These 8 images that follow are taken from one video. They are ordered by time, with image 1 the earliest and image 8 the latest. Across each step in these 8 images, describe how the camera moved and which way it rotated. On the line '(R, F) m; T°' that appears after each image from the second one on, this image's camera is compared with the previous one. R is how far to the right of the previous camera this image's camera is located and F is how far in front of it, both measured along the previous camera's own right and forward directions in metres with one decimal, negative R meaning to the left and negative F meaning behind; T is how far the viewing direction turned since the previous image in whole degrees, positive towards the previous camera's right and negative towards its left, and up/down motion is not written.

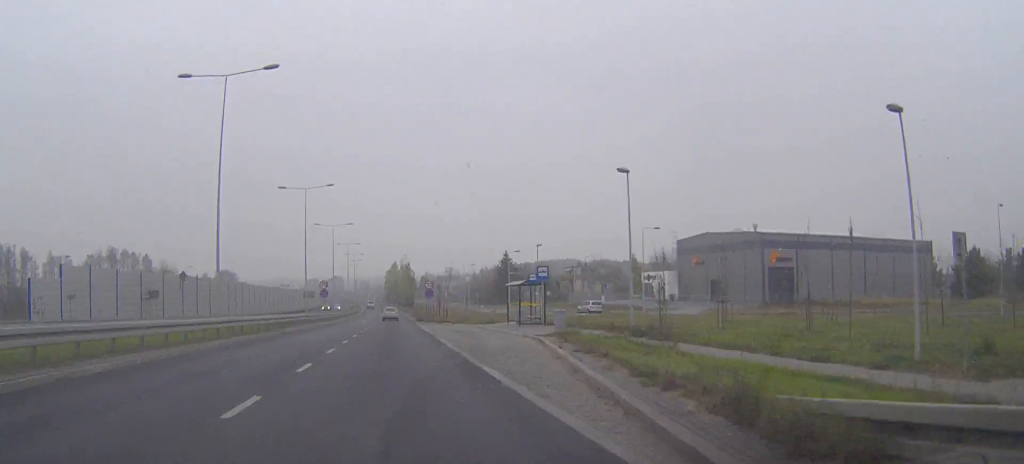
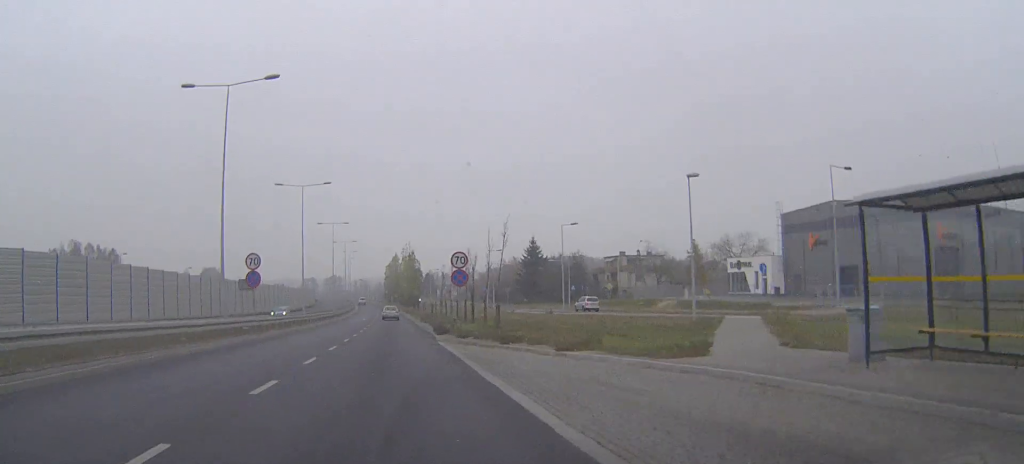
(0.0, +33.4) m; 0°
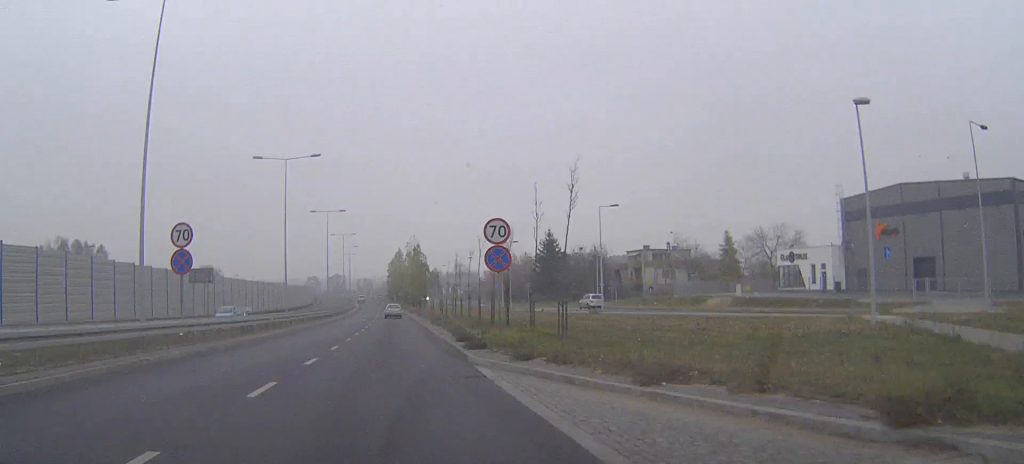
(0.0, +12.3) m; 0°
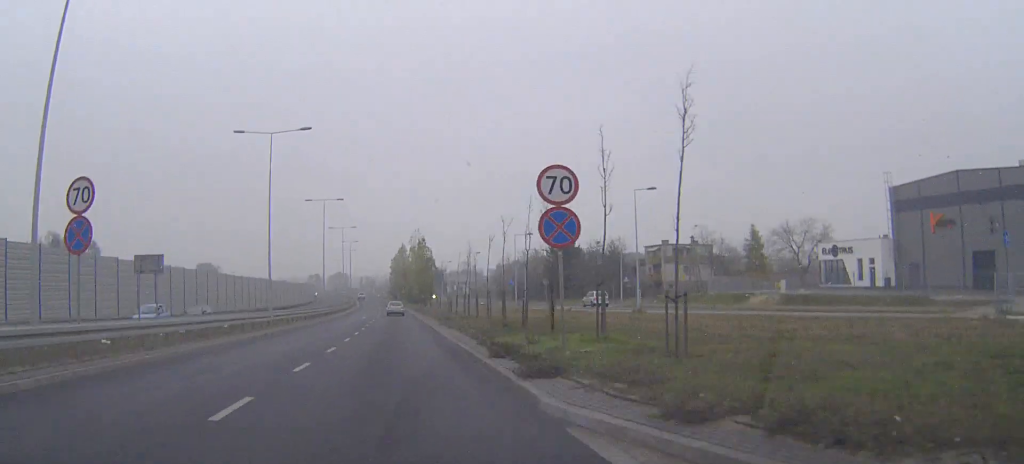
(0.0, +8.2) m; 0°
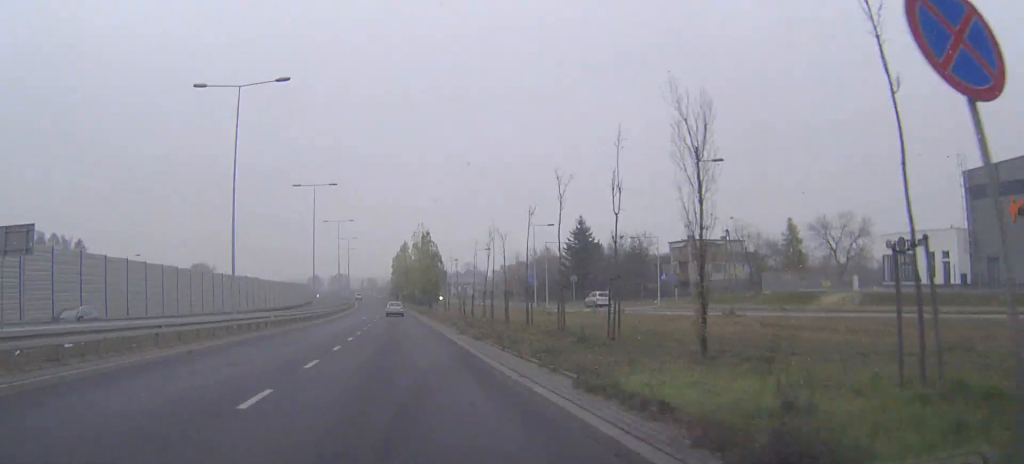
(0.0, +10.7) m; 0°
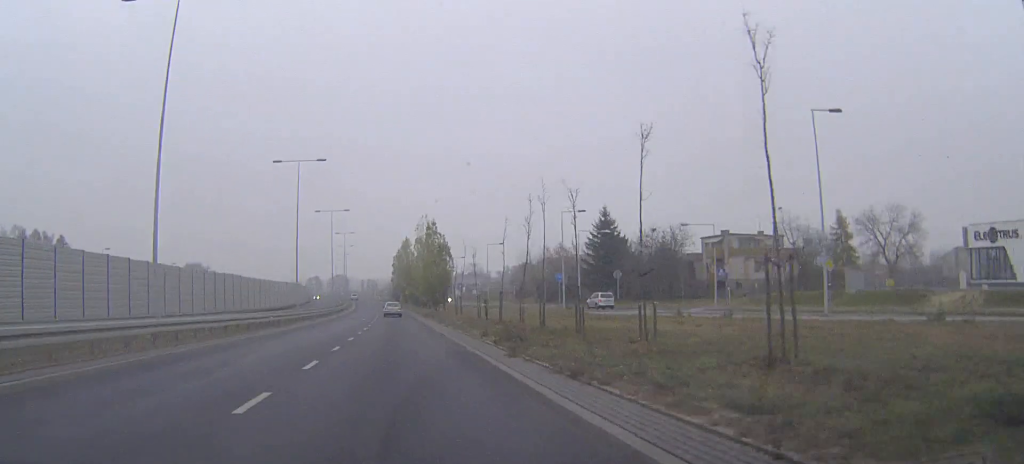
(0.0, +12.4) m; 0°
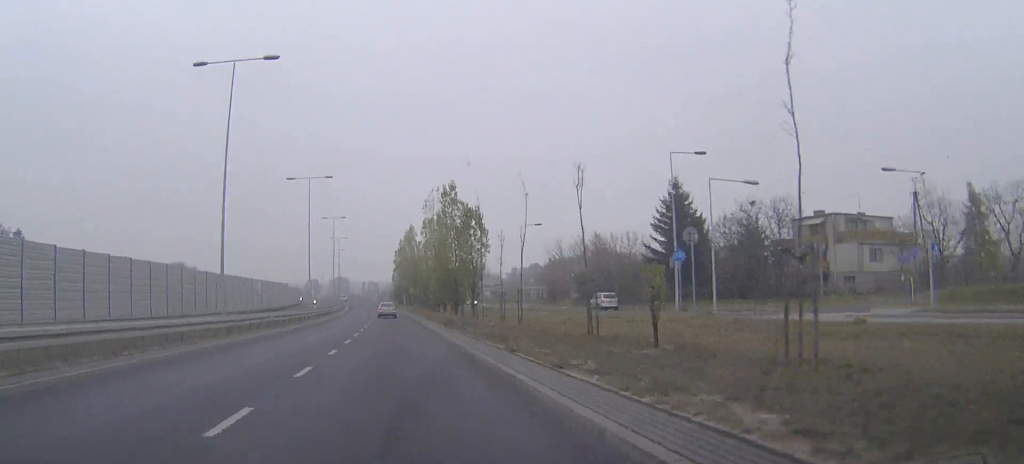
(-0.1, +25.4) m; 0°
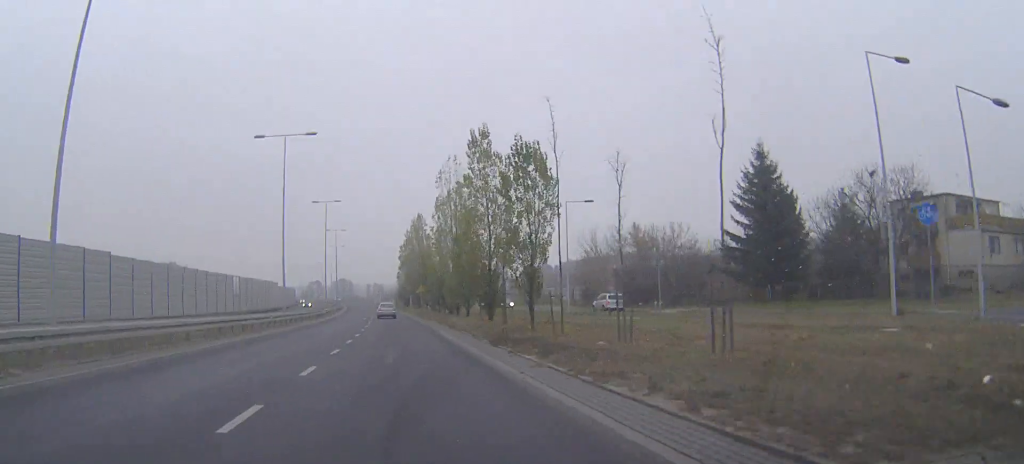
(-0.1, +17.9) m; 0°
